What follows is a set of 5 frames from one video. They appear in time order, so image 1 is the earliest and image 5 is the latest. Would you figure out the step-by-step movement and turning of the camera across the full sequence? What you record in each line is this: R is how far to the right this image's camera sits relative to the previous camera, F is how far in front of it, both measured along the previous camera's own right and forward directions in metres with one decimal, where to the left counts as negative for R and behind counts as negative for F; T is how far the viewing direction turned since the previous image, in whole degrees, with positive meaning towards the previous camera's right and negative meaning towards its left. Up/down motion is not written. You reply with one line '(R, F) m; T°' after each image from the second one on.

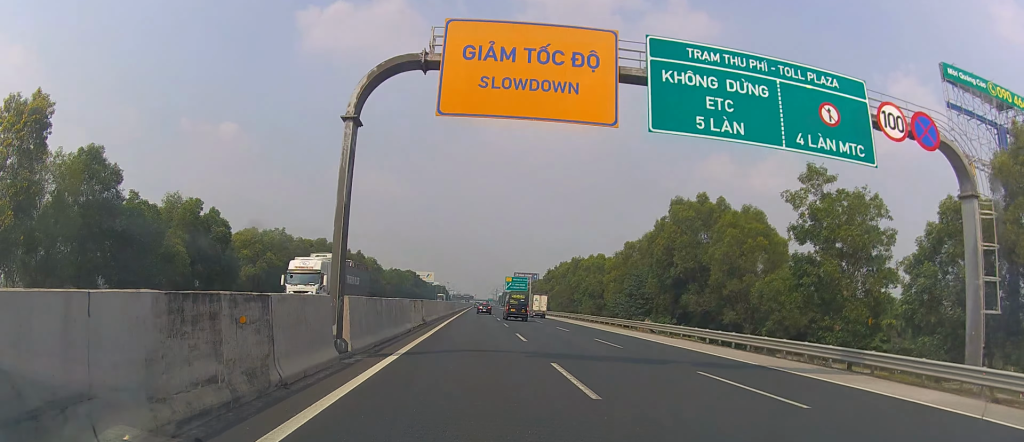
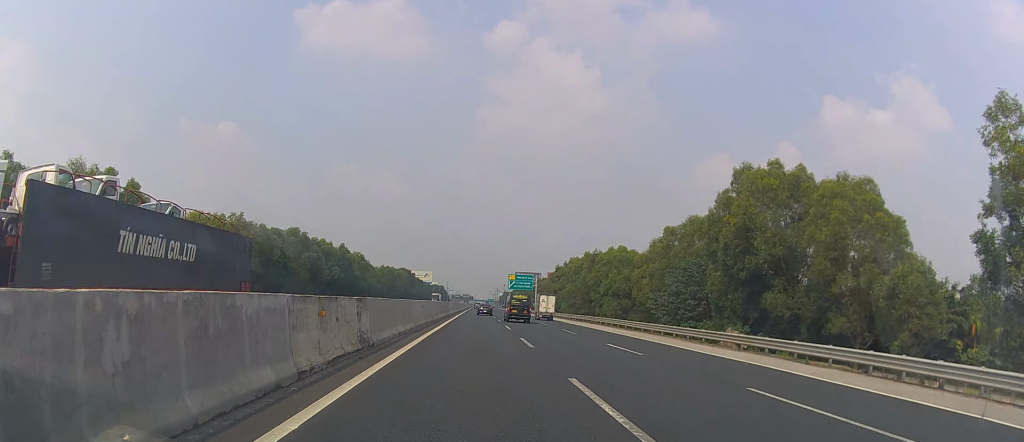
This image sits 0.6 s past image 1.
(+0.1, +19.1) m; 0°
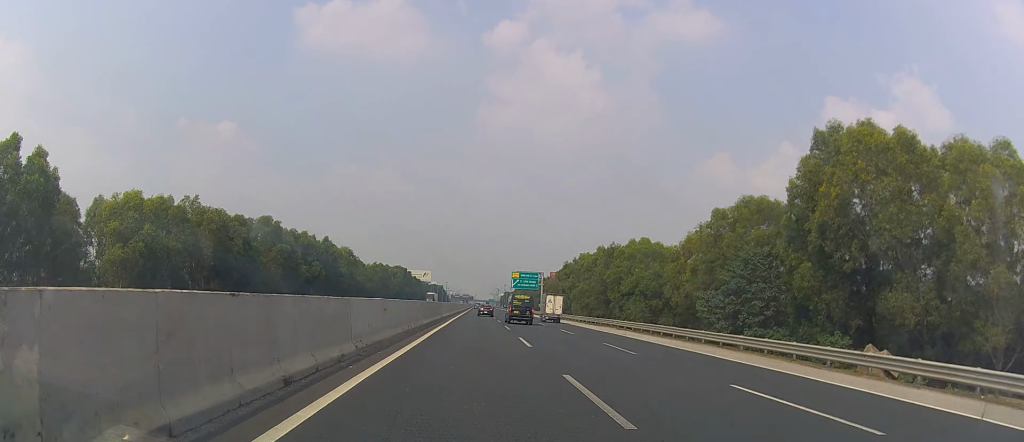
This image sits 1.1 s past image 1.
(+0.1, +15.3) m; 0°
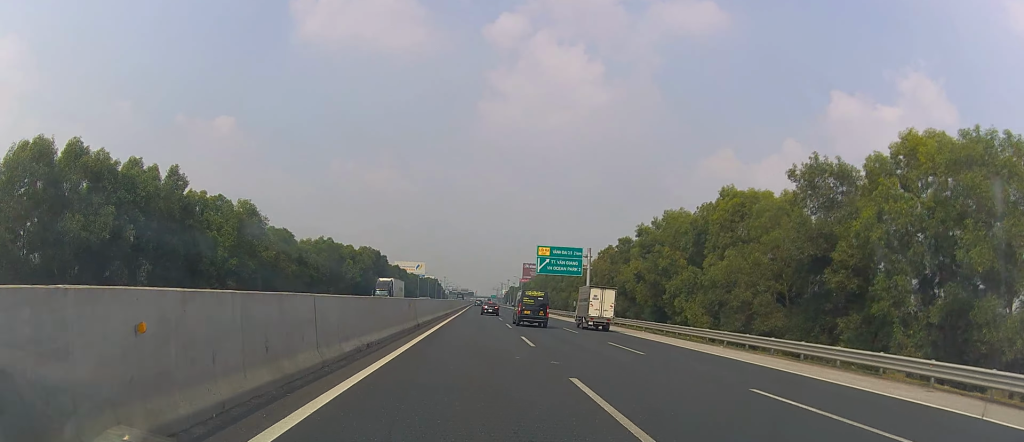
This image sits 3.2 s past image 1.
(+0.9, +65.4) m; +1°
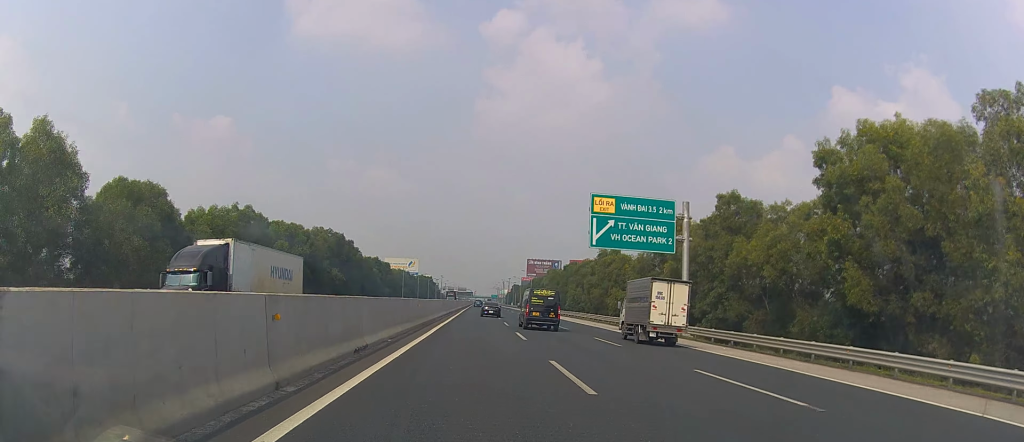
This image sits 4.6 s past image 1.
(-0.9, +44.6) m; -2°
